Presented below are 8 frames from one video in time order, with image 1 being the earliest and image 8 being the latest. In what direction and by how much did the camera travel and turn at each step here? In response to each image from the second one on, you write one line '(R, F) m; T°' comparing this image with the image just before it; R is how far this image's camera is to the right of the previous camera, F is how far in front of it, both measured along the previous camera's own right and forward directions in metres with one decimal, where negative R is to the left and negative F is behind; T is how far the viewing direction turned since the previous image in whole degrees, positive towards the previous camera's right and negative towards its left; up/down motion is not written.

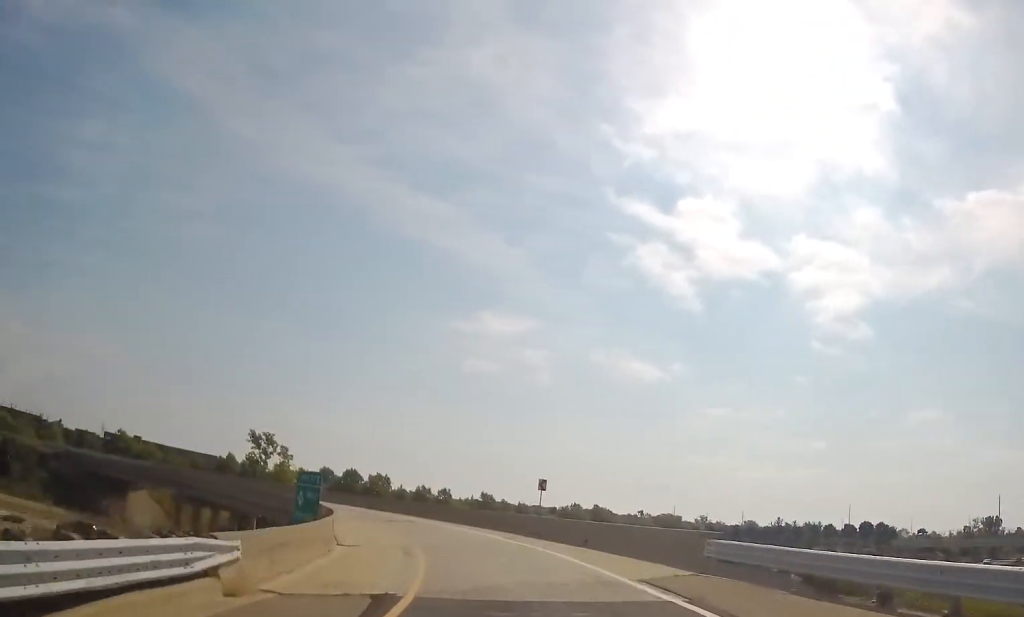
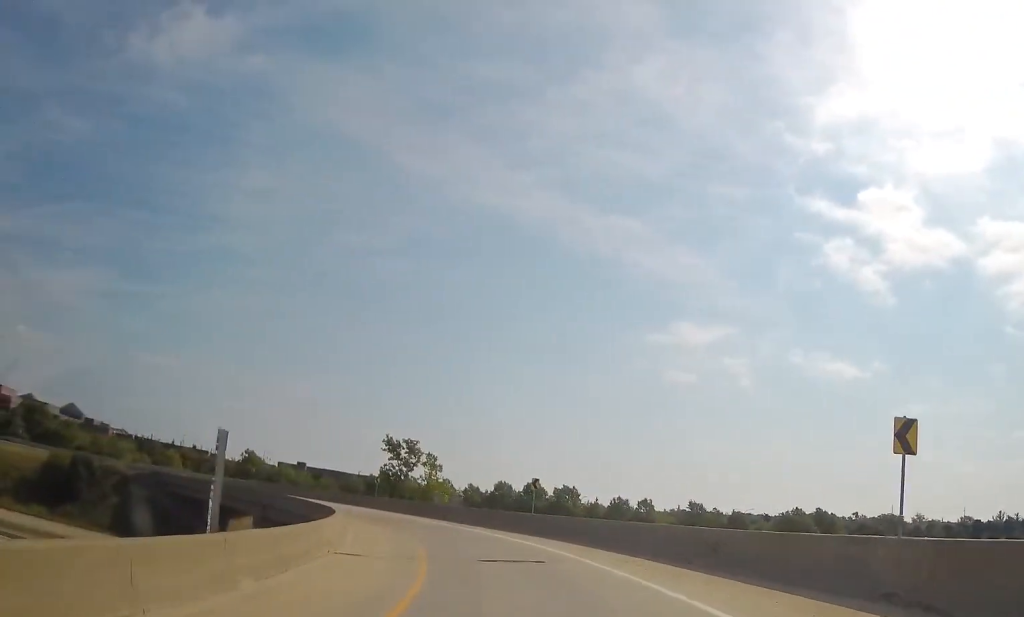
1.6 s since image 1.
(-5.1, +26.5) m; -19°
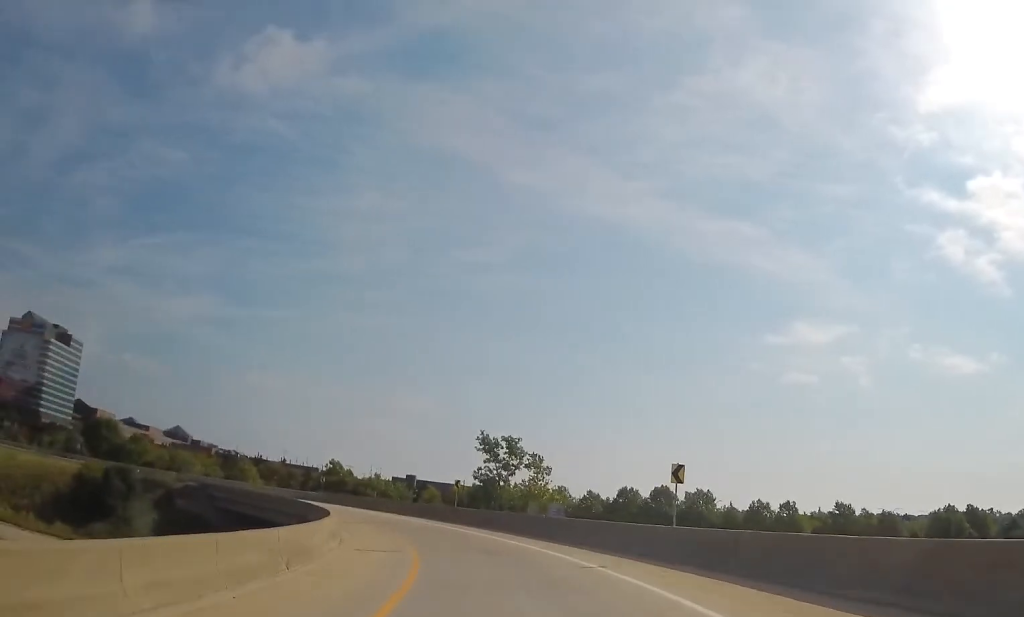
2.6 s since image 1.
(-1.6, +17.7) m; -8°
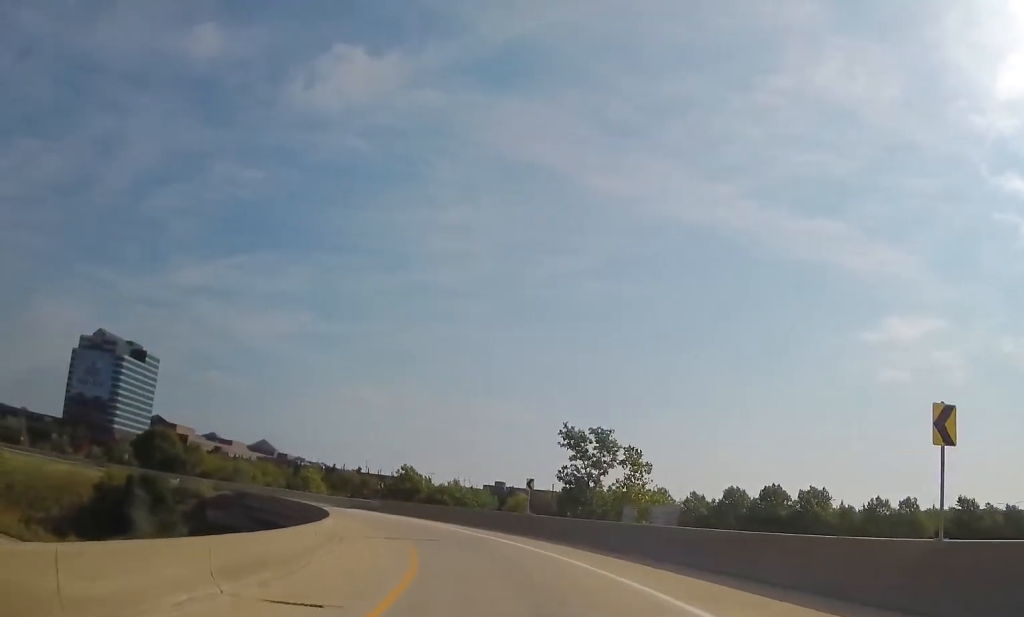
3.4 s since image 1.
(-0.4, +13.0) m; -6°
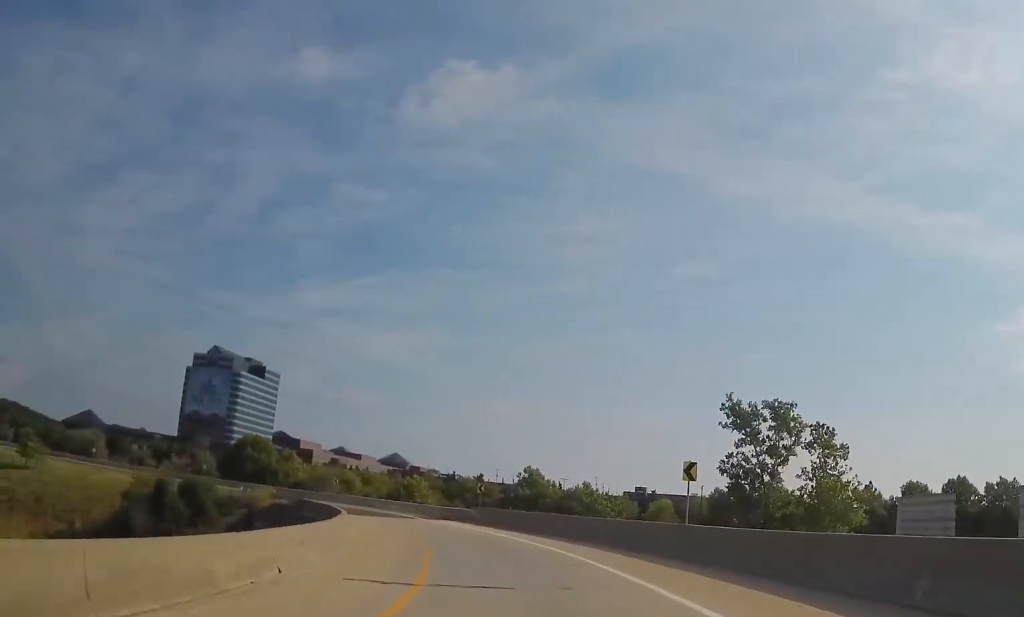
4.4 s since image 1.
(-1.2, +17.7) m; -12°
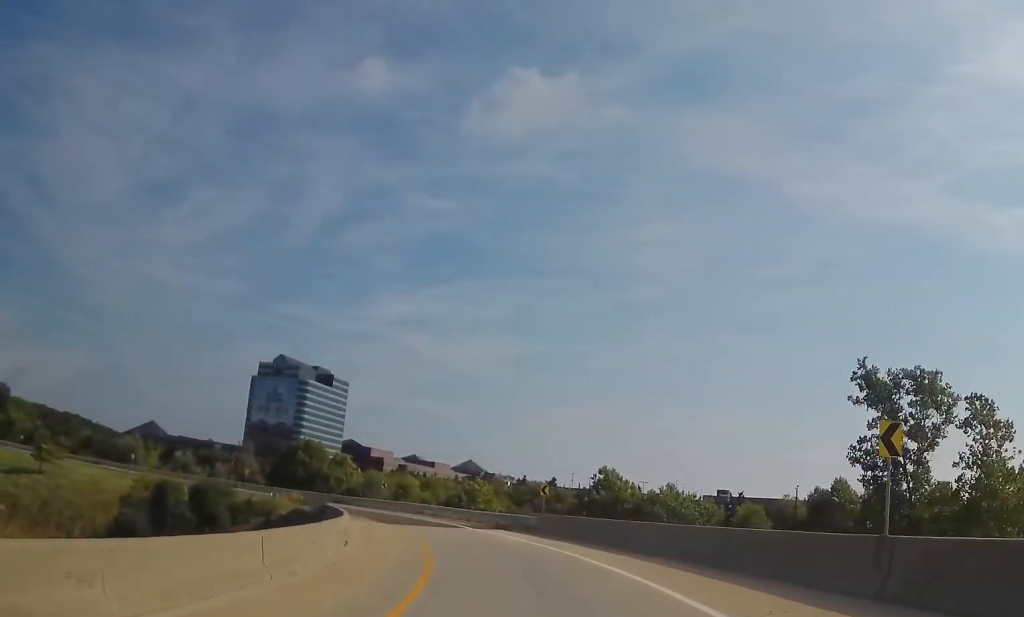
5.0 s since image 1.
(-0.8, +10.8) m; -9°
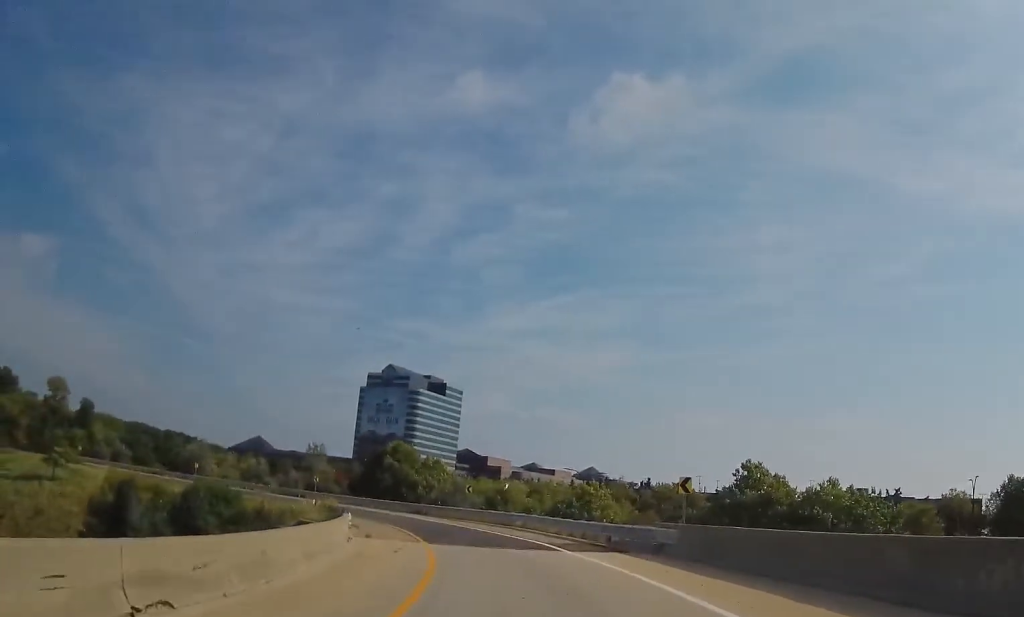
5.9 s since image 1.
(-2.1, +17.3) m; -8°
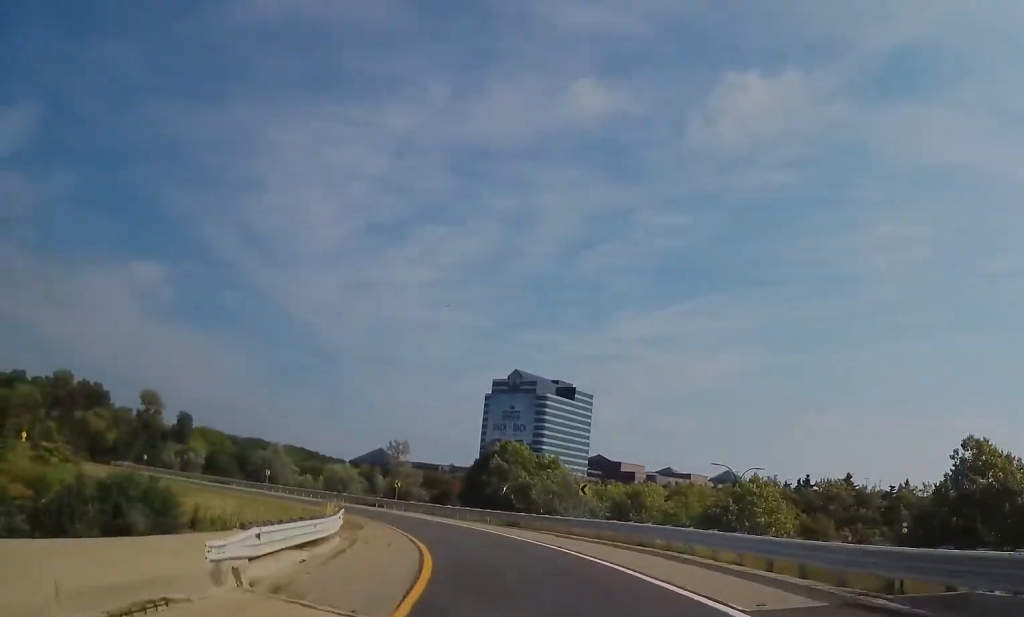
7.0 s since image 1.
(-0.7, +19.6) m; -8°
